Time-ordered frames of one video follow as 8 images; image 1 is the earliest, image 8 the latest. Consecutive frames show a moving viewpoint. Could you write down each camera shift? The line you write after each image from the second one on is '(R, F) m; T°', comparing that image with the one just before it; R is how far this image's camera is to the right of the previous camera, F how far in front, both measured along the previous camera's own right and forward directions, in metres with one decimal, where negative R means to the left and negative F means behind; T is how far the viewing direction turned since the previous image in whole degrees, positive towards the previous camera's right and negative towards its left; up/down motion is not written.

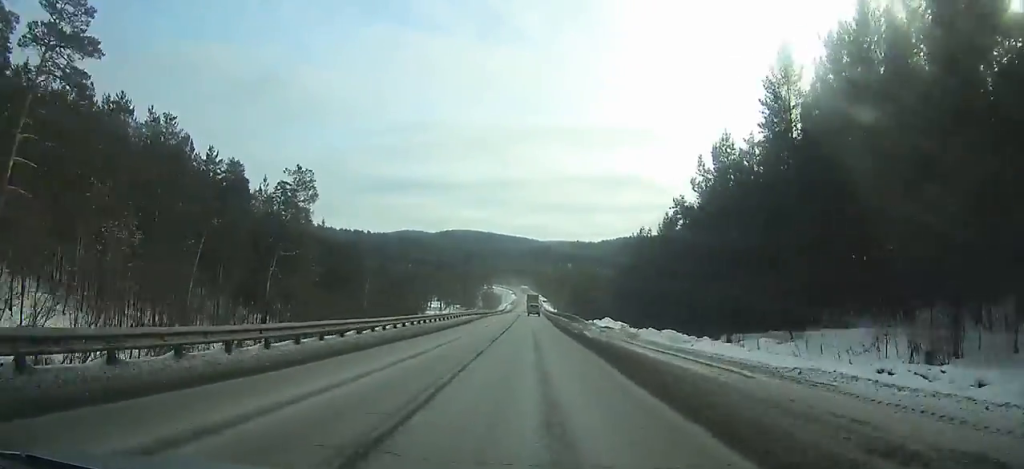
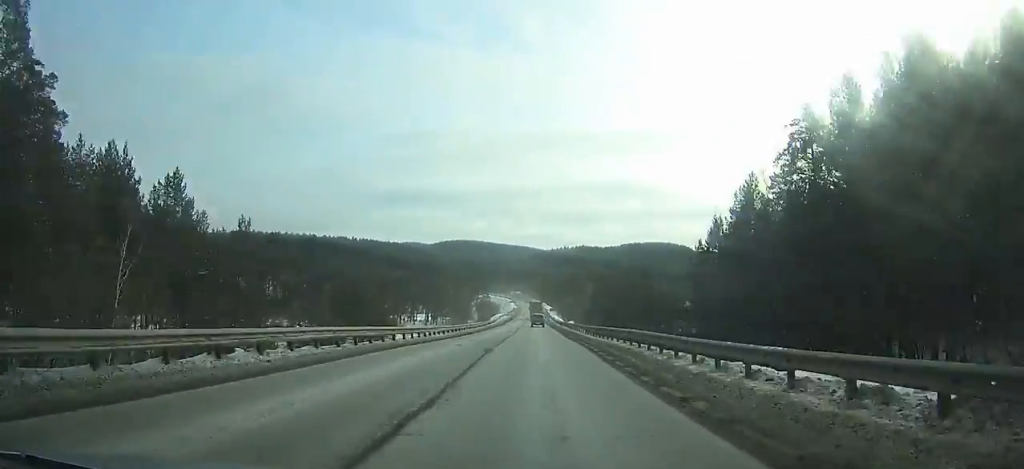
(+0.1, +54.8) m; 0°
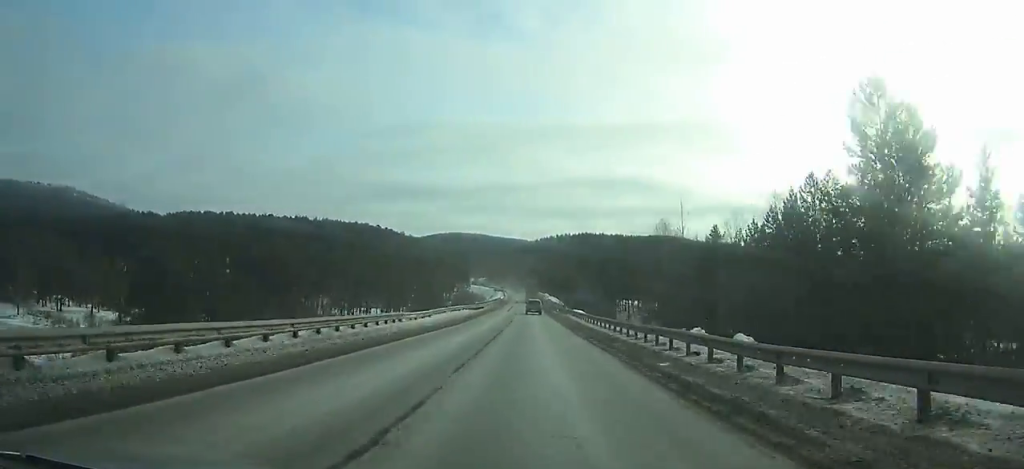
(0.0, +82.9) m; 0°
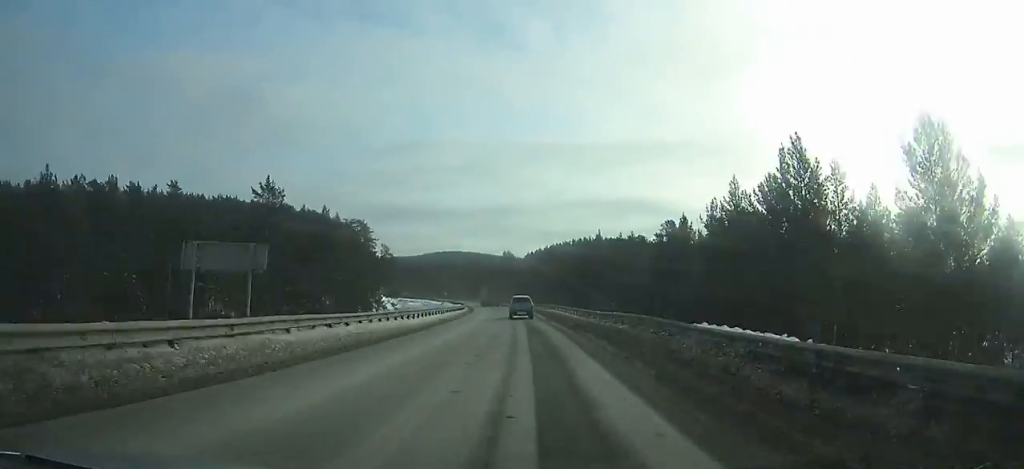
(+0.2, +148.6) m; -1°
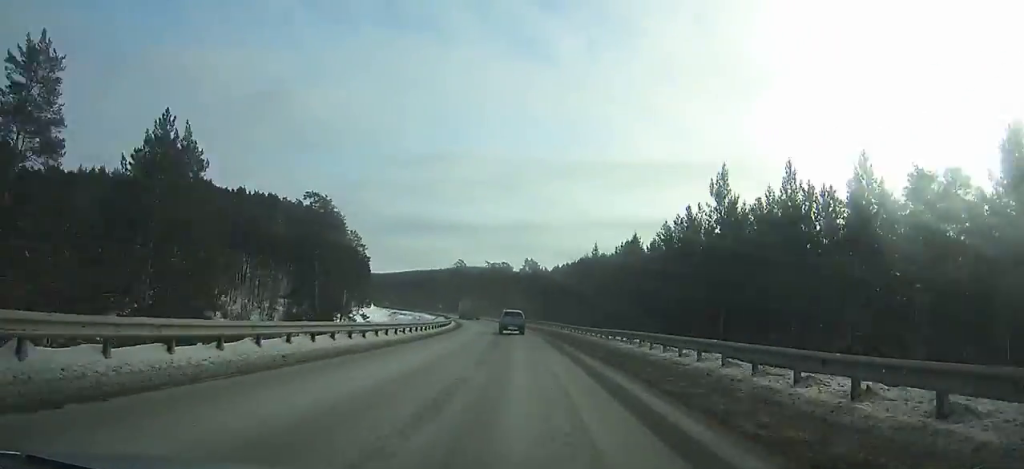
(-0.3, +43.8) m; -2°
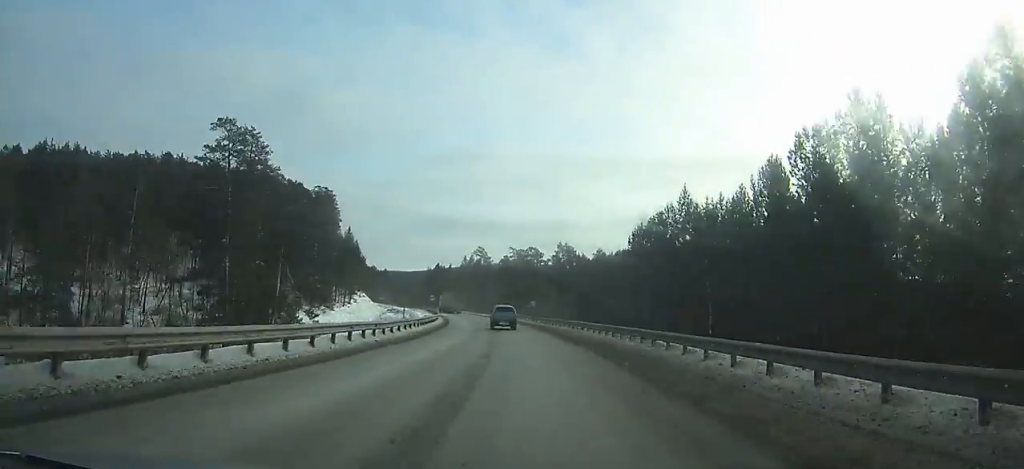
(-0.4, +38.2) m; -3°
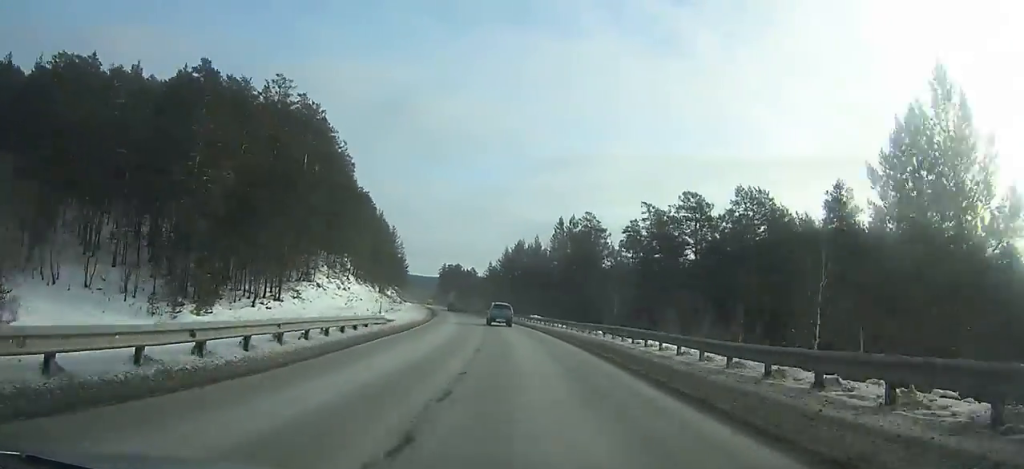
(-5.9, +81.1) m; -11°
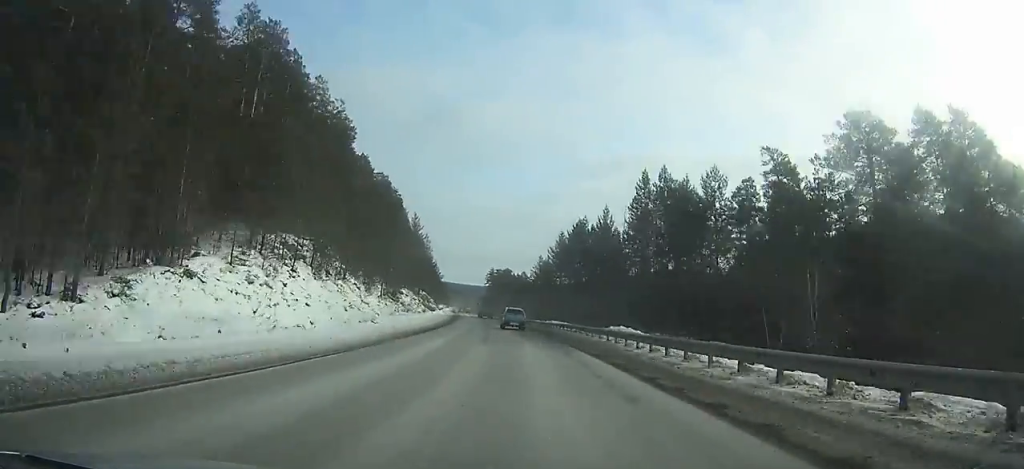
(-2.9, +34.0) m; -4°
